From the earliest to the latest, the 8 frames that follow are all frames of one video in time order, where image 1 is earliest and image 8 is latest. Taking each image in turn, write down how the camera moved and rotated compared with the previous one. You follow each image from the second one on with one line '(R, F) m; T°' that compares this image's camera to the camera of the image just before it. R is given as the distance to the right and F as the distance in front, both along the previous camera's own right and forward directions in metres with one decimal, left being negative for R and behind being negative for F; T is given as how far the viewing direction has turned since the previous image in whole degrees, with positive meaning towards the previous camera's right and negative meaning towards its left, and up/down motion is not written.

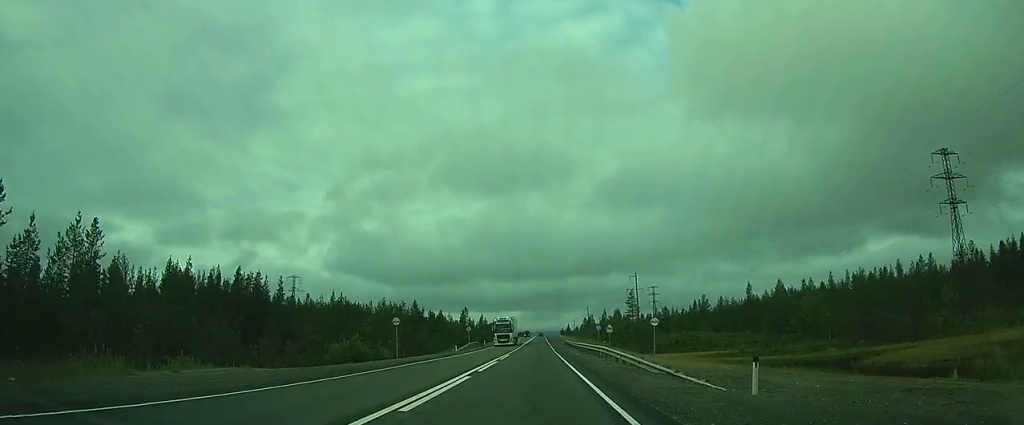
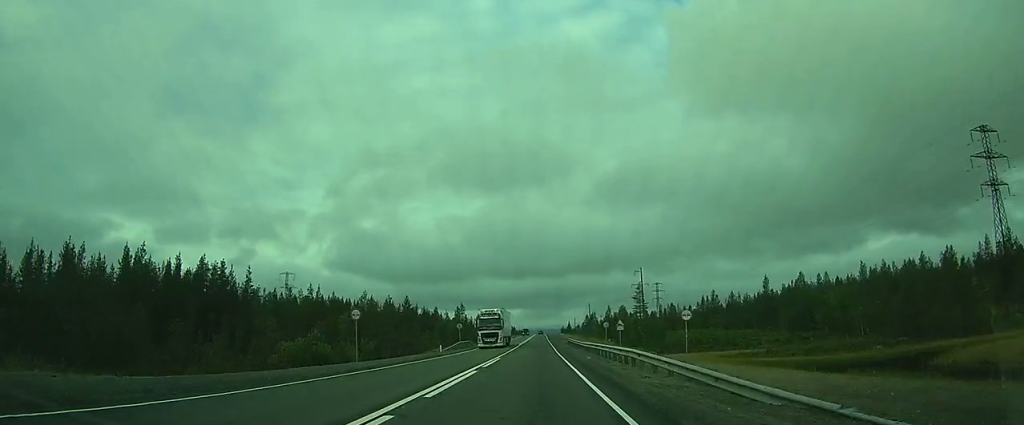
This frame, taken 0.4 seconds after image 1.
(0.0, +11.5) m; 0°
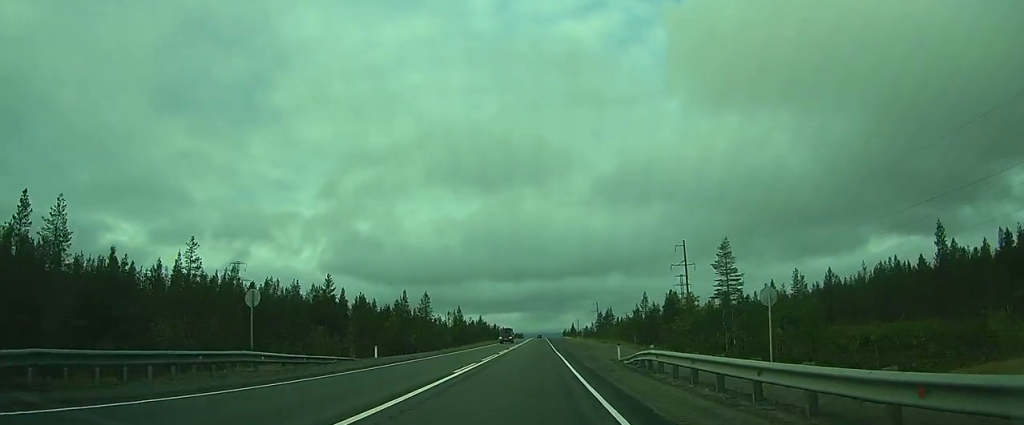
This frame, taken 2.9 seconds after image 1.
(+0.6, +59.9) m; 0°
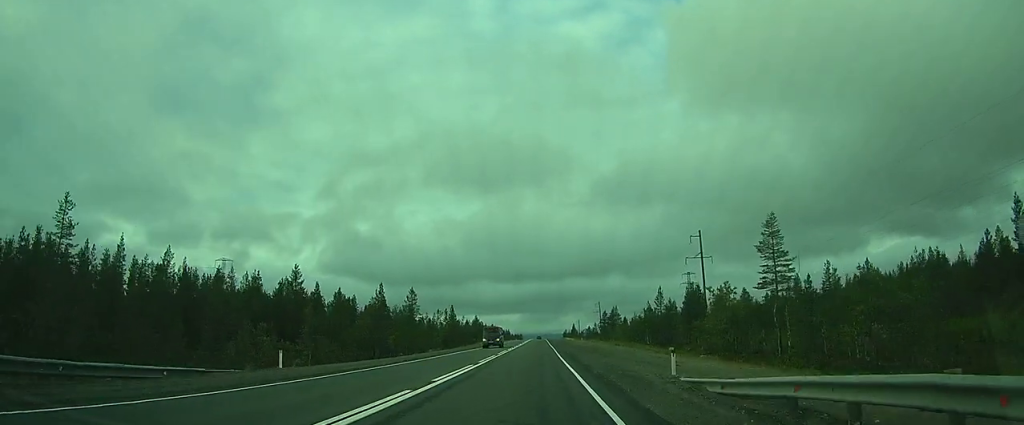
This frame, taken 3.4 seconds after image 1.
(-0.2, +12.5) m; -1°
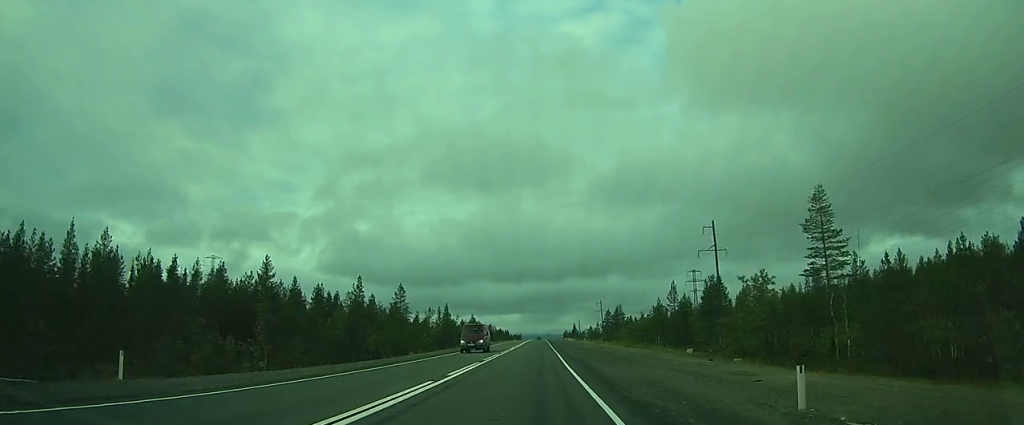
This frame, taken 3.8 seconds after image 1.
(0.0, +8.6) m; 0°
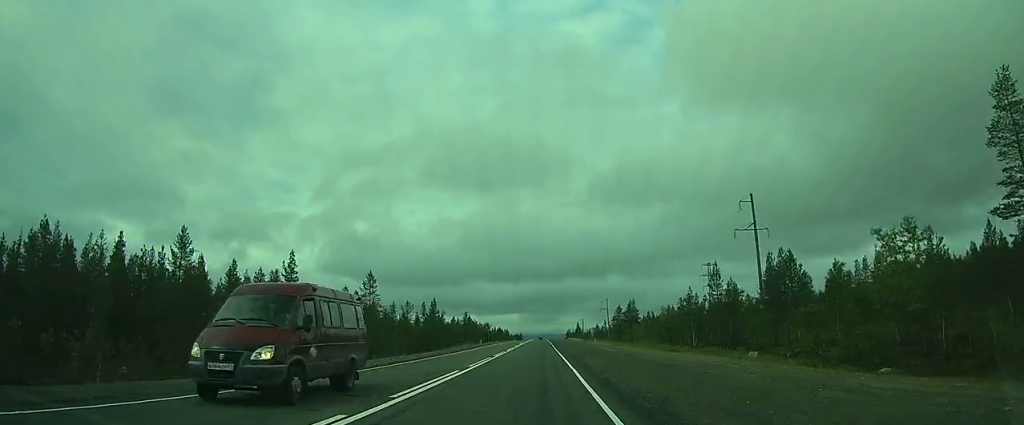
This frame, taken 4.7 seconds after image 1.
(+0.1, +17.6) m; 0°
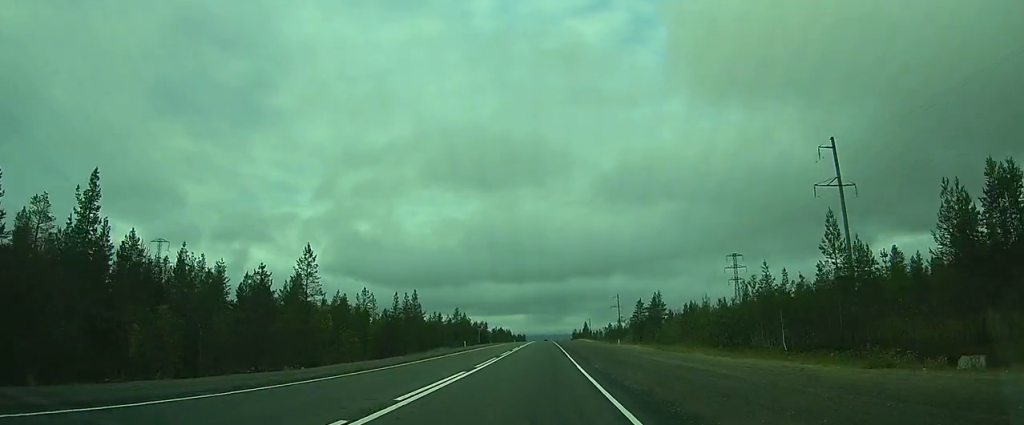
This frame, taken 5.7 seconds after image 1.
(0.0, +22.3) m; 0°
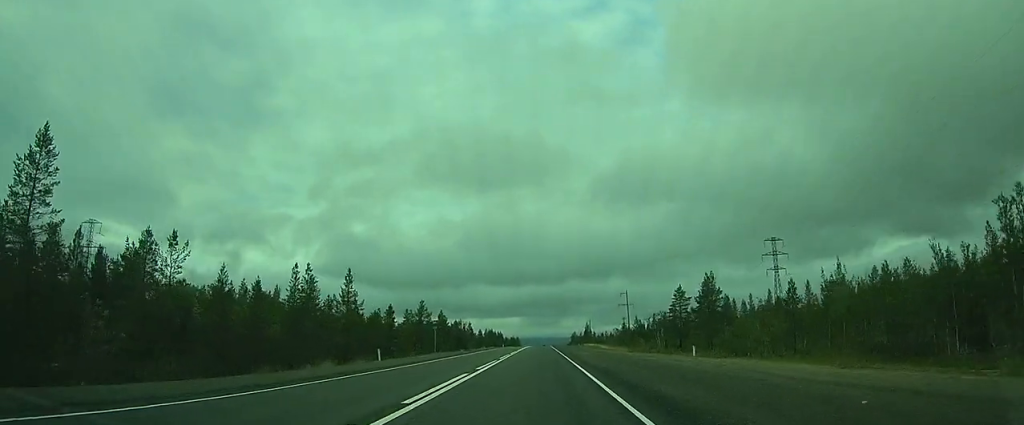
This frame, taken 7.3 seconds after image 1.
(+0.4, +33.8) m; +1°
